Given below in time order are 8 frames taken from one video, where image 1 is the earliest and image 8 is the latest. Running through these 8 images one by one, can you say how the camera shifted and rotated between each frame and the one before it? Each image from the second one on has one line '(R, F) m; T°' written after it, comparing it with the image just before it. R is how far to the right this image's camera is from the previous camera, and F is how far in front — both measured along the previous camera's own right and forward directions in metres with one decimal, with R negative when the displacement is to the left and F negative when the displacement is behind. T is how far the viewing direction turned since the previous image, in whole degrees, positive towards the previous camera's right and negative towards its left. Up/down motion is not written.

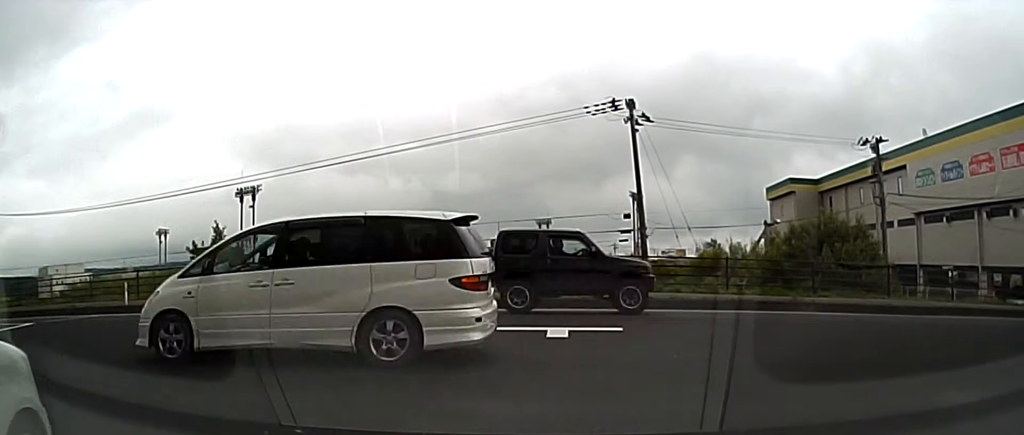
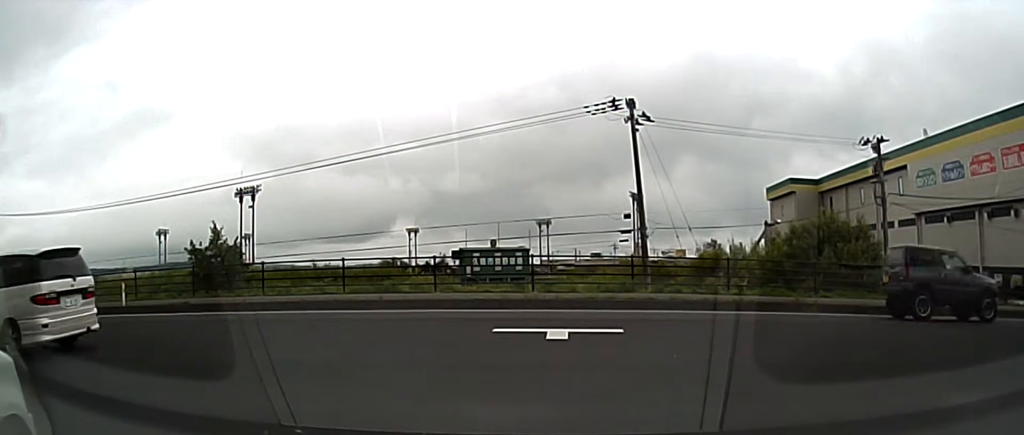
(-0.4, +0.2) m; 0°
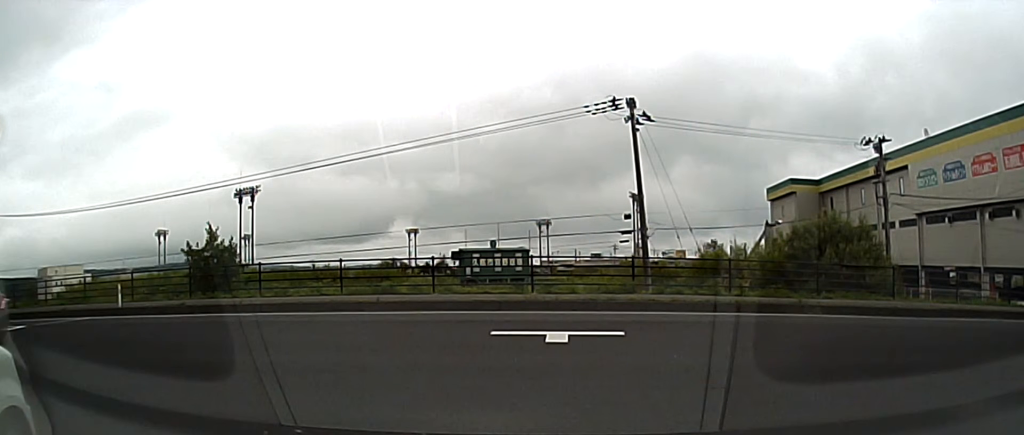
(-0.4, +0.2) m; 0°
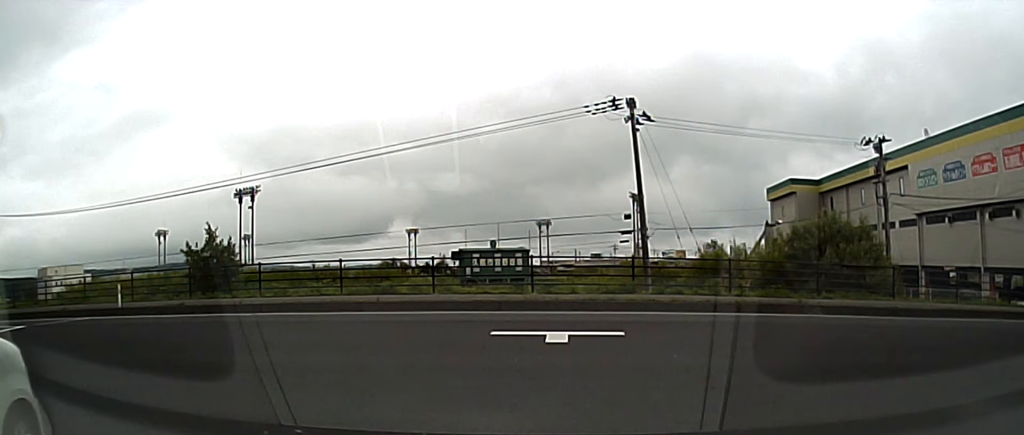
(+0.1, 0.0) m; 0°
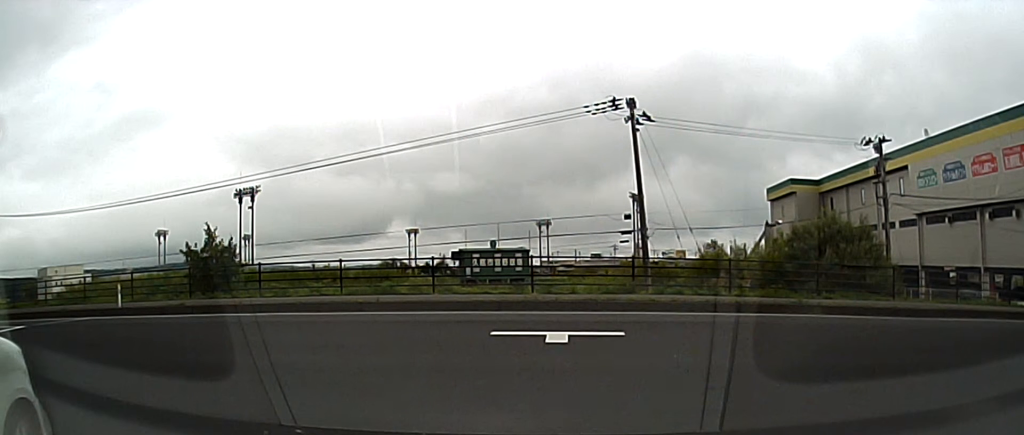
(0.0, 0.0) m; 0°
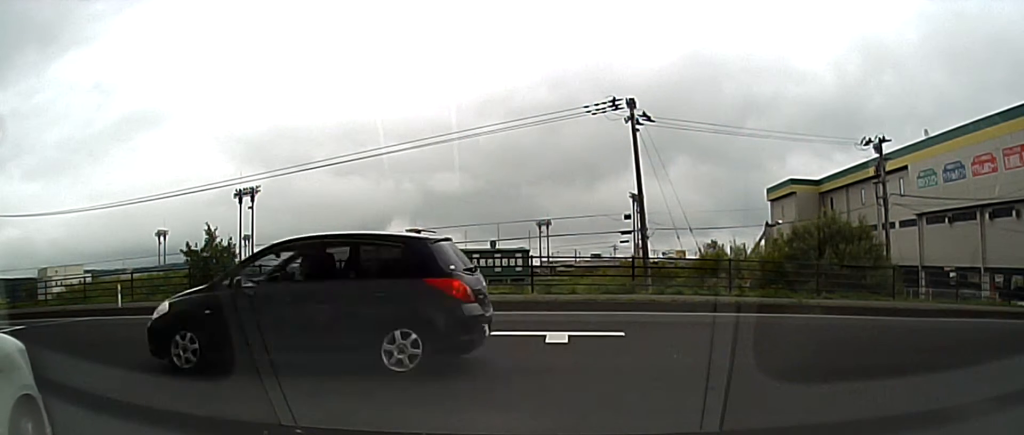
(0.0, 0.0) m; 0°
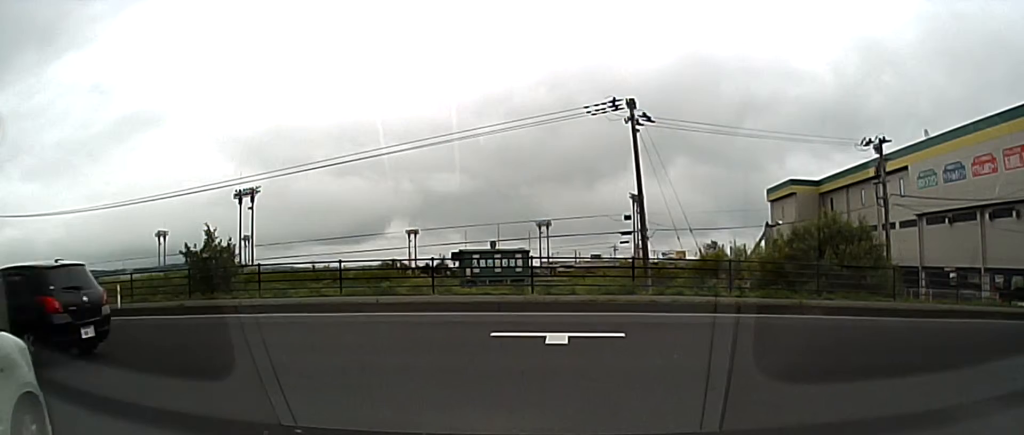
(0.0, 0.0) m; 0°
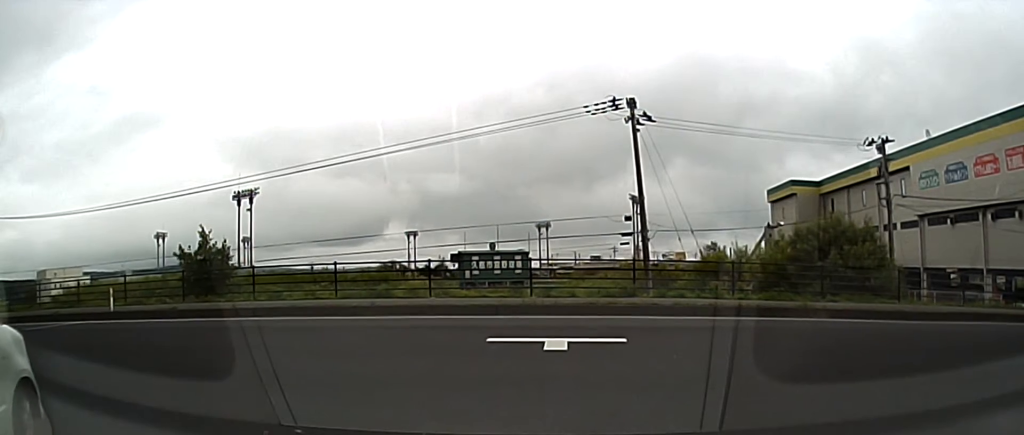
(-0.2, +0.1) m; 0°
